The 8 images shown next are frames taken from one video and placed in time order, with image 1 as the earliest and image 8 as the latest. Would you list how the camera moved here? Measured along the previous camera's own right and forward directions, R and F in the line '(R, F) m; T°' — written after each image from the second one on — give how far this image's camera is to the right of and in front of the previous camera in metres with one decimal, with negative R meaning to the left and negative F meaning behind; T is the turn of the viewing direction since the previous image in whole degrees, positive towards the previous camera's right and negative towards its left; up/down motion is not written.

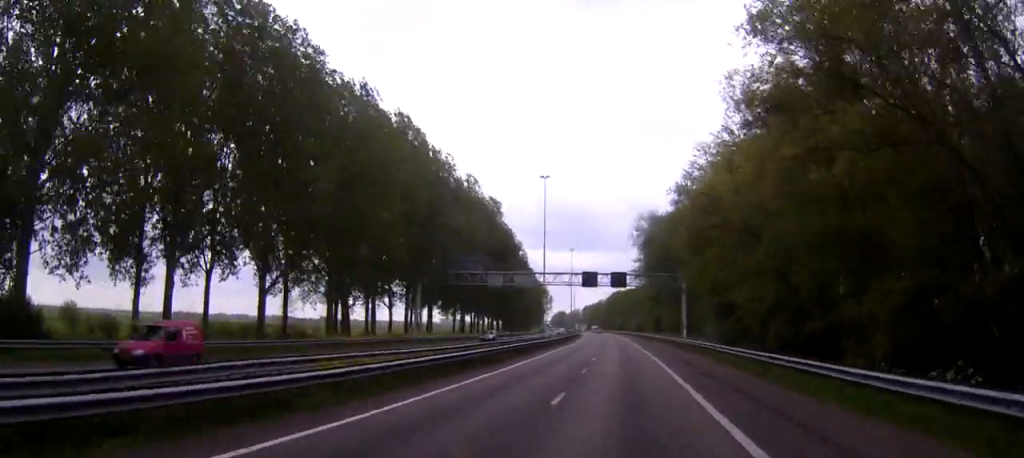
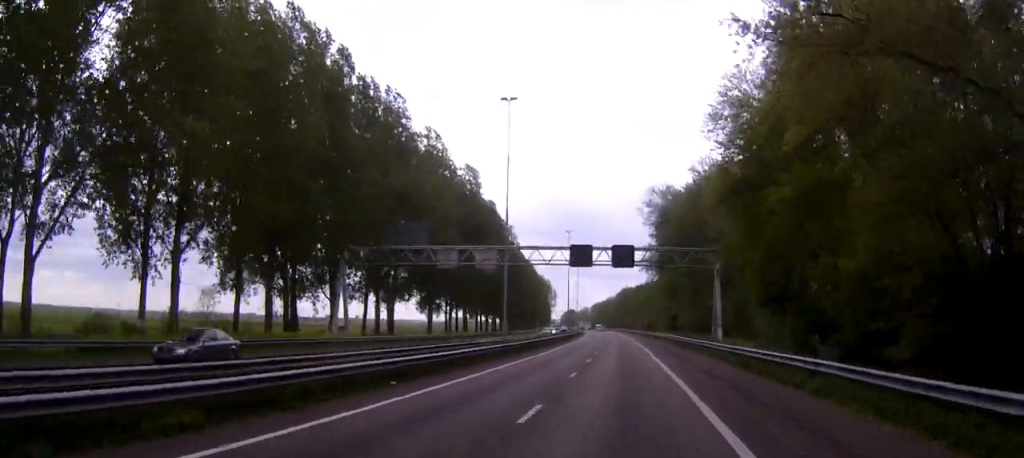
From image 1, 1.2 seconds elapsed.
(-0.2, +28.0) m; -1°
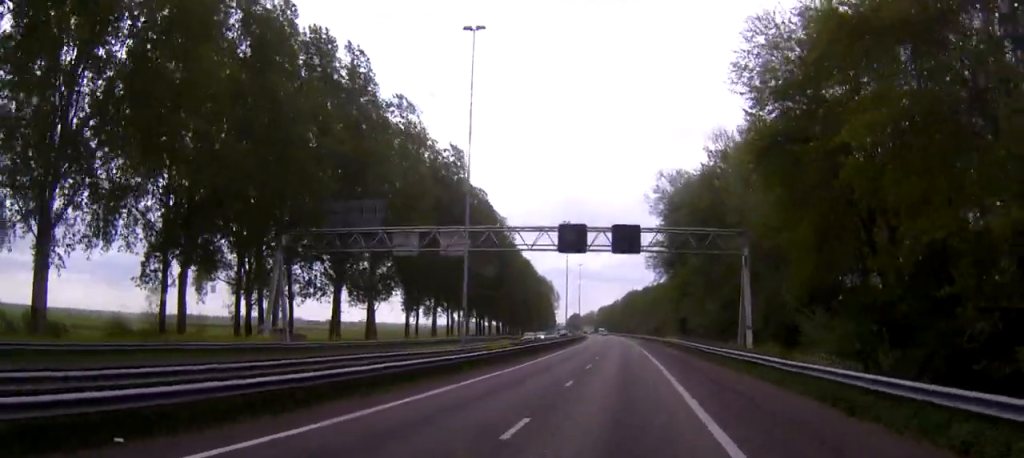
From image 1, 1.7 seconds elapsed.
(-0.2, +13.7) m; 0°
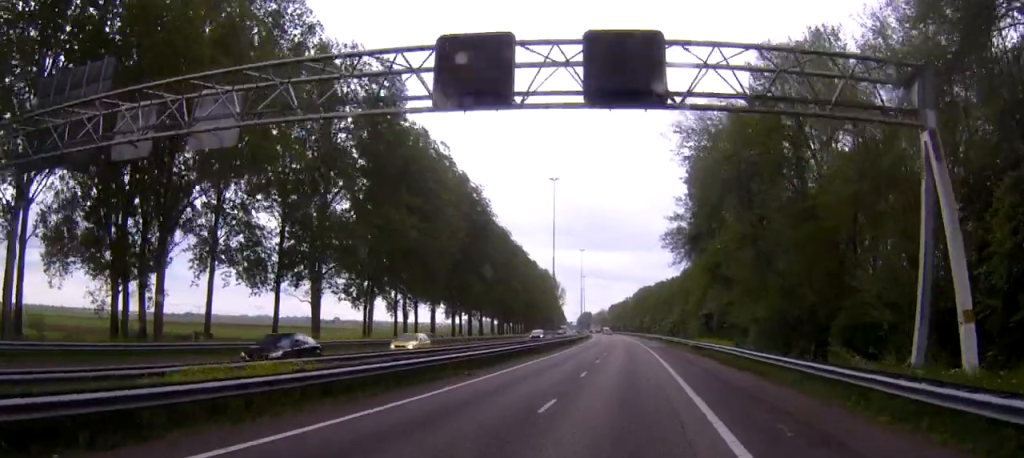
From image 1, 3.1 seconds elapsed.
(+0.1, +32.4) m; 0°
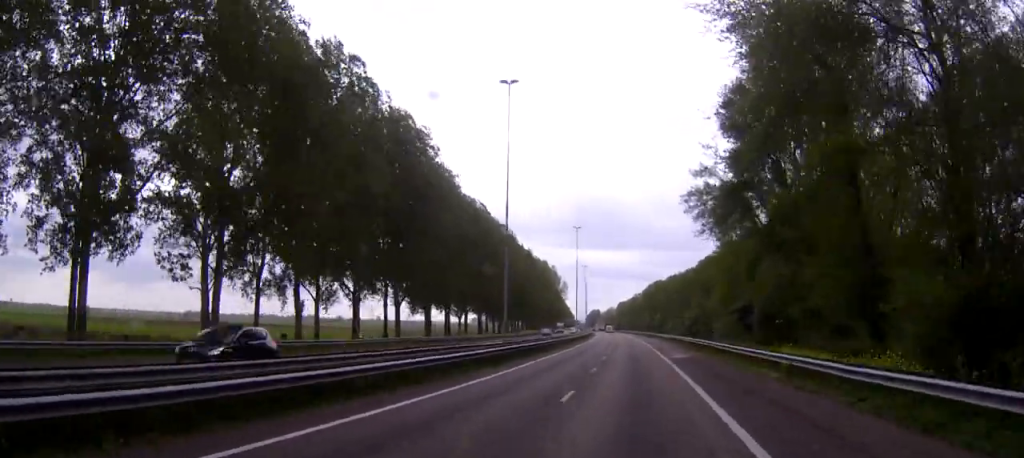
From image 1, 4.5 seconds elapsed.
(-0.2, +34.0) m; -1°
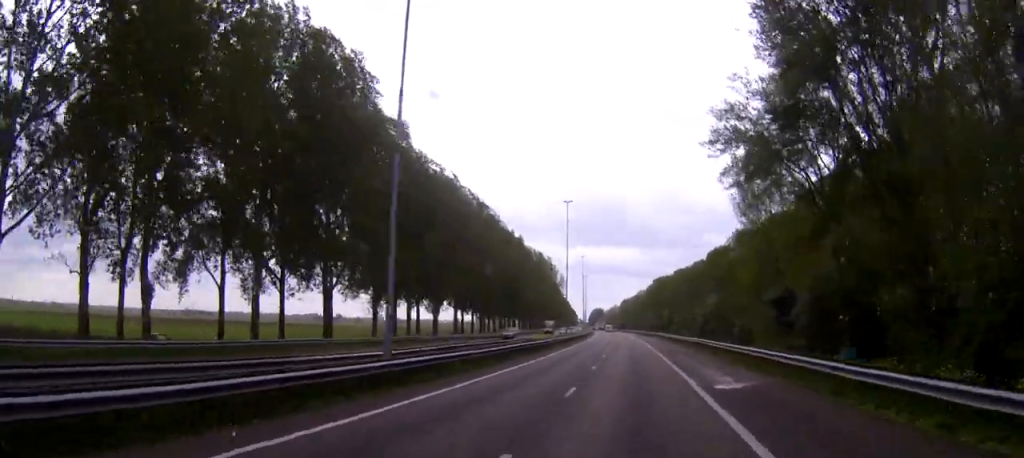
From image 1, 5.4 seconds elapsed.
(0.0, +22.6) m; 0°
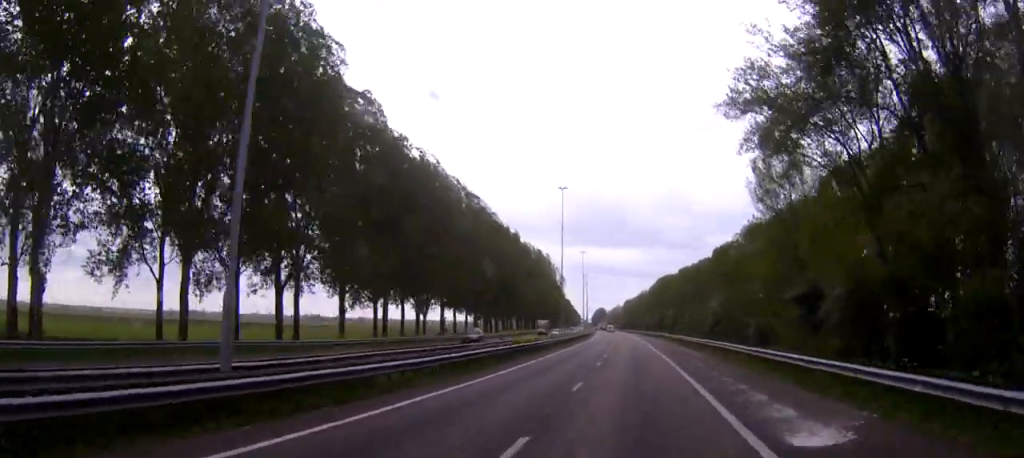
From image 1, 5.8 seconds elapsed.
(0.0, +10.5) m; 0°
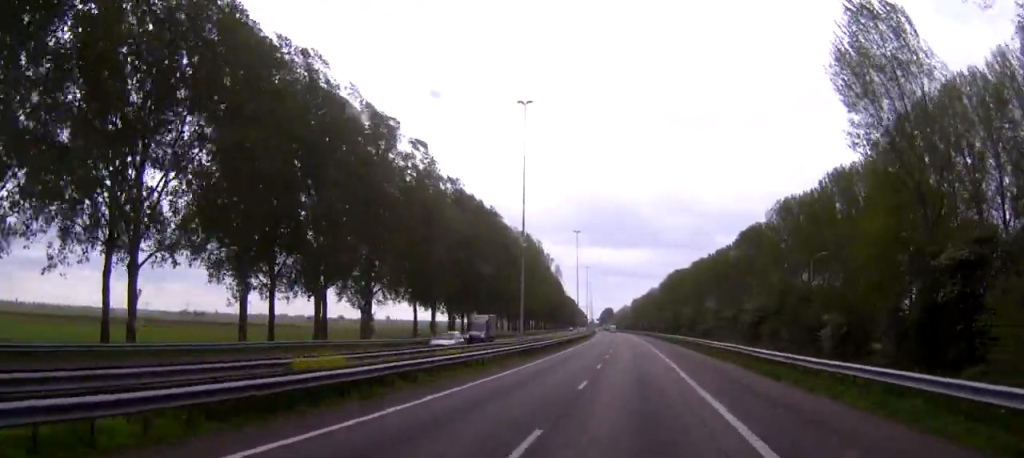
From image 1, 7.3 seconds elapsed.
(-0.1, +34.6) m; -1°
